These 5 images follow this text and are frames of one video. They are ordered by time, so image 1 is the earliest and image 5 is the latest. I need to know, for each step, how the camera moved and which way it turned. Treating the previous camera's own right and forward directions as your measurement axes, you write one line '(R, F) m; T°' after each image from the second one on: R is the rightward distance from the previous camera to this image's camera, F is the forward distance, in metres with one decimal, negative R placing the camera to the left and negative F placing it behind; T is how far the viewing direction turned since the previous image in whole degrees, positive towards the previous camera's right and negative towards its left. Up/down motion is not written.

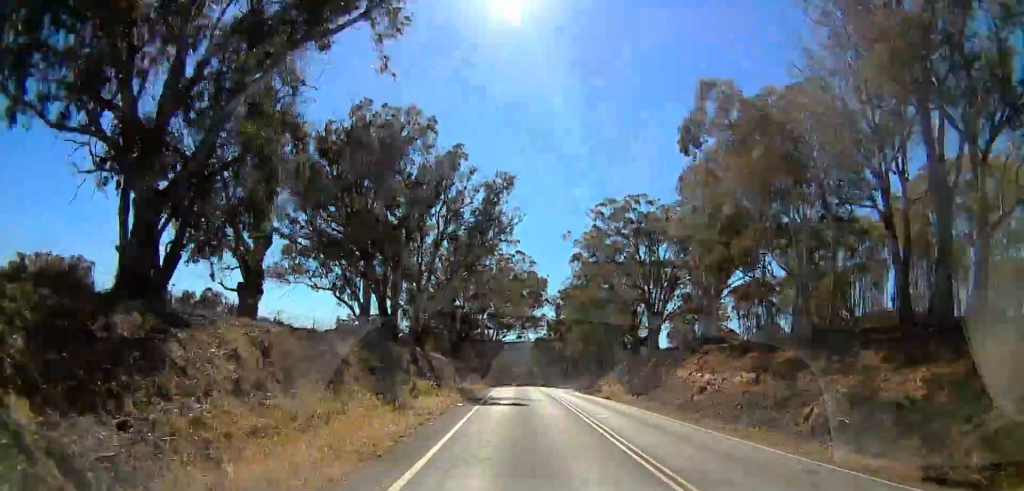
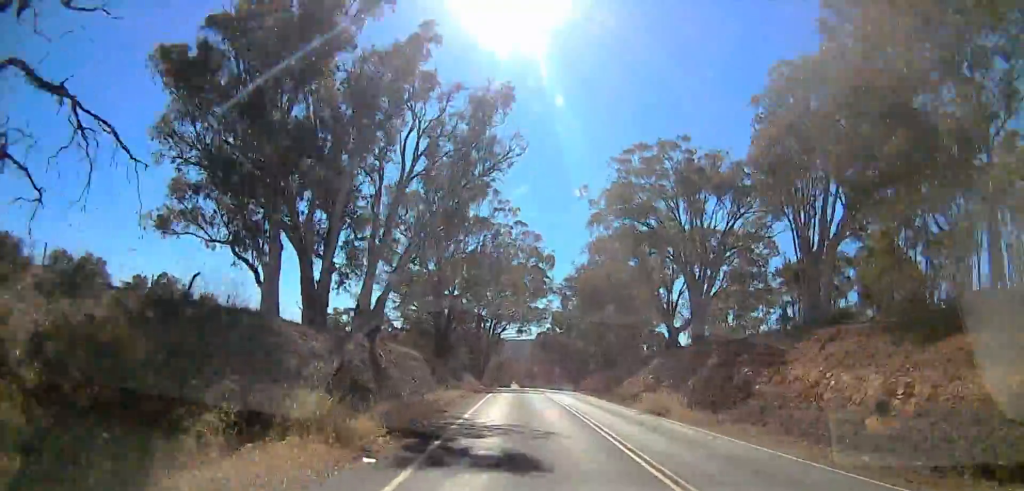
(-0.2, +13.7) m; +1°
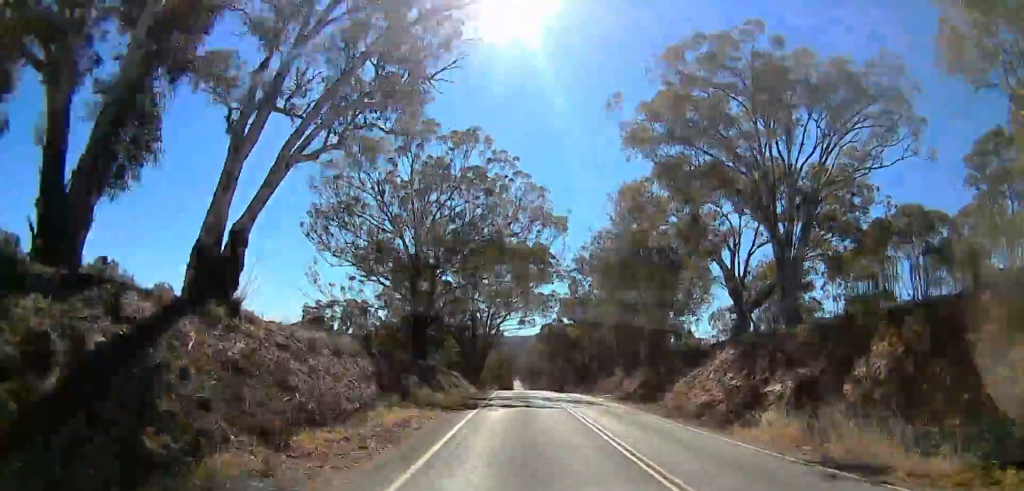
(+0.4, +14.6) m; -1°
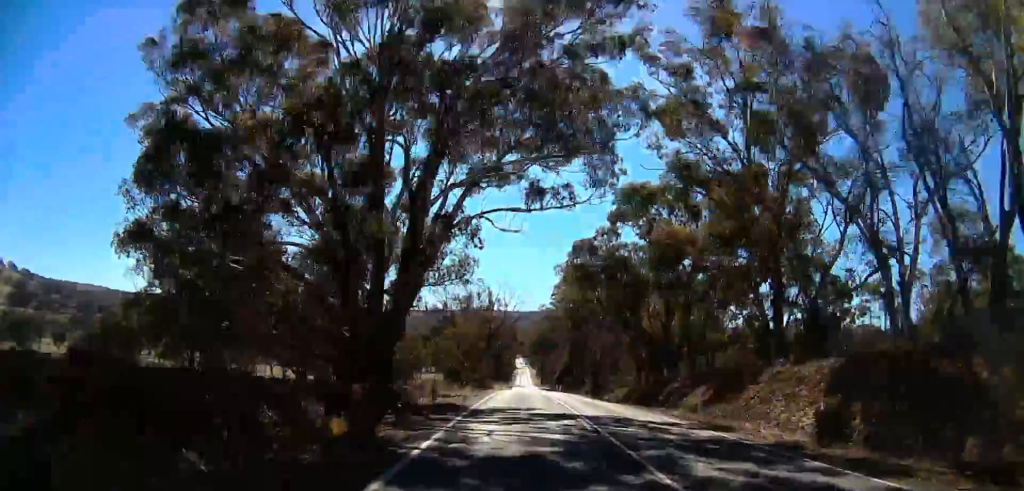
(-1.3, +60.4) m; 0°
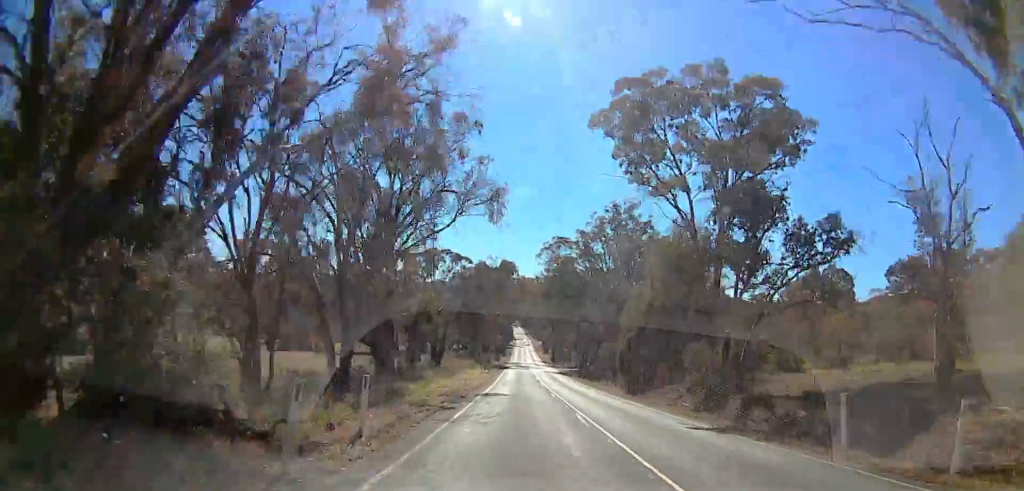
(0.0, +84.9) m; 0°
